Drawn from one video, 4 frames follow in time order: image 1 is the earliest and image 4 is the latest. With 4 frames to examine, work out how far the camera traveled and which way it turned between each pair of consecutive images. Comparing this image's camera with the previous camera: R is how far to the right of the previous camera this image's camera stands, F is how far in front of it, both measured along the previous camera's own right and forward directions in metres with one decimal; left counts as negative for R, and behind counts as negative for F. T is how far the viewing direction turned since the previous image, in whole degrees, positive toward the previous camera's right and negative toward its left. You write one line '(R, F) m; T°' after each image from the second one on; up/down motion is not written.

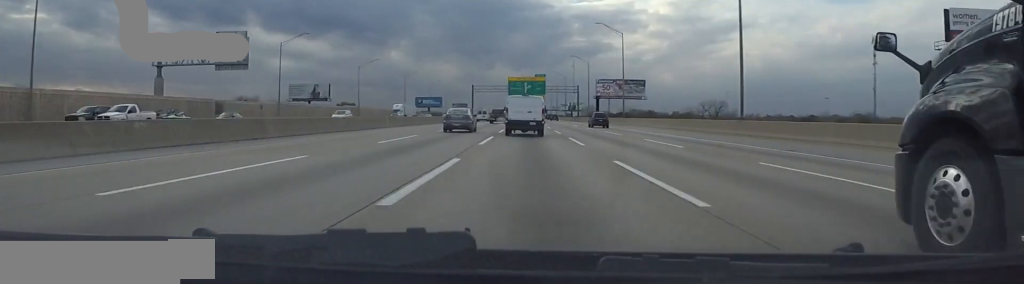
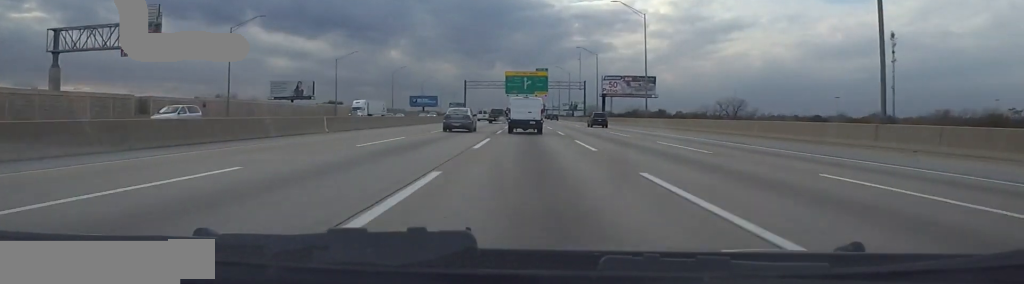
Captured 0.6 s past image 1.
(+0.3, +18.8) m; +1°
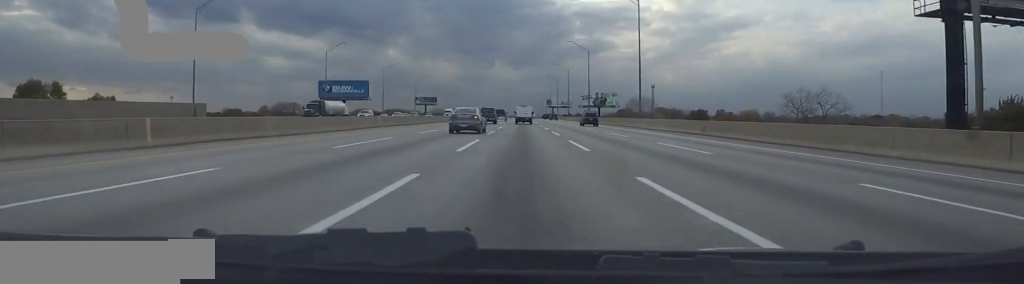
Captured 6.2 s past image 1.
(0.0, +173.5) m; 0°
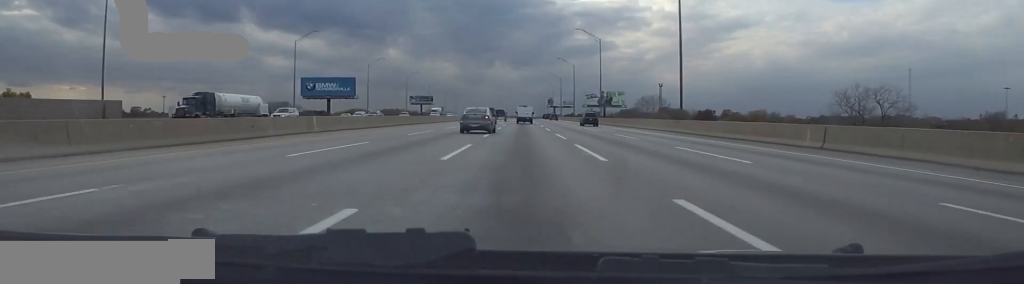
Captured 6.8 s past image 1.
(0.0, +18.5) m; 0°
